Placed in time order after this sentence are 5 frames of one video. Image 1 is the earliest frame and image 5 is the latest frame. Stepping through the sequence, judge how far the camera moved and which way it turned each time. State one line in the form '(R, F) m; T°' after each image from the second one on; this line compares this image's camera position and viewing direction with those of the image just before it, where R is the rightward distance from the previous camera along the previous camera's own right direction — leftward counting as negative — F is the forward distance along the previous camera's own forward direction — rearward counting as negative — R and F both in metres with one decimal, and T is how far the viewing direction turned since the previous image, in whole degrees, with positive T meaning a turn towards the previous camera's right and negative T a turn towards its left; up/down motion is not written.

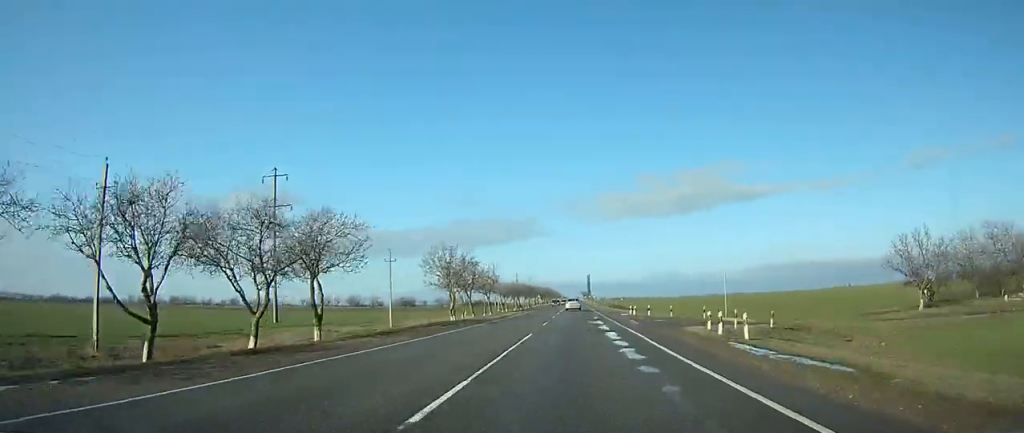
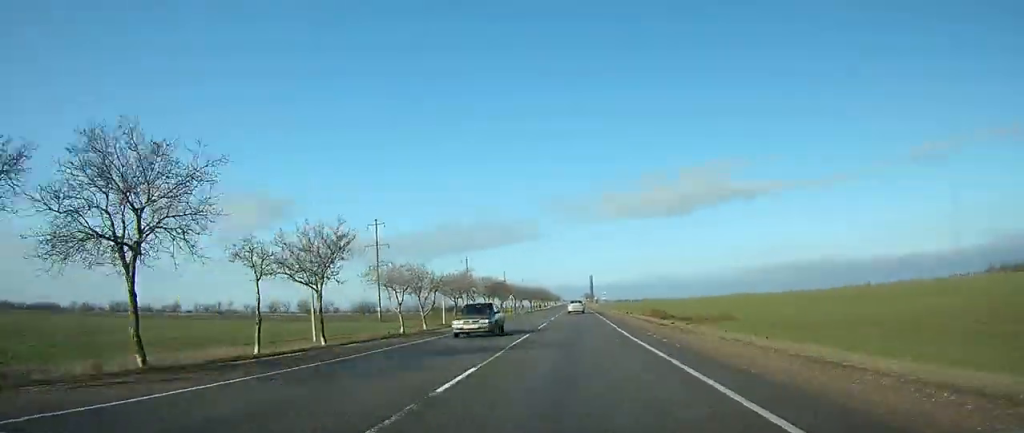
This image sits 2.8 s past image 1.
(+0.4, +69.3) m; 0°
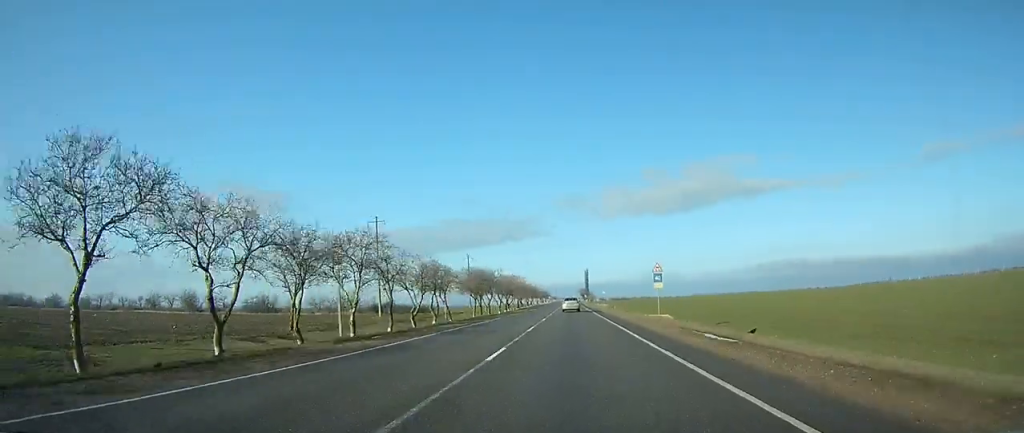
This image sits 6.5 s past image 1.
(-0.1, +91.3) m; 0°
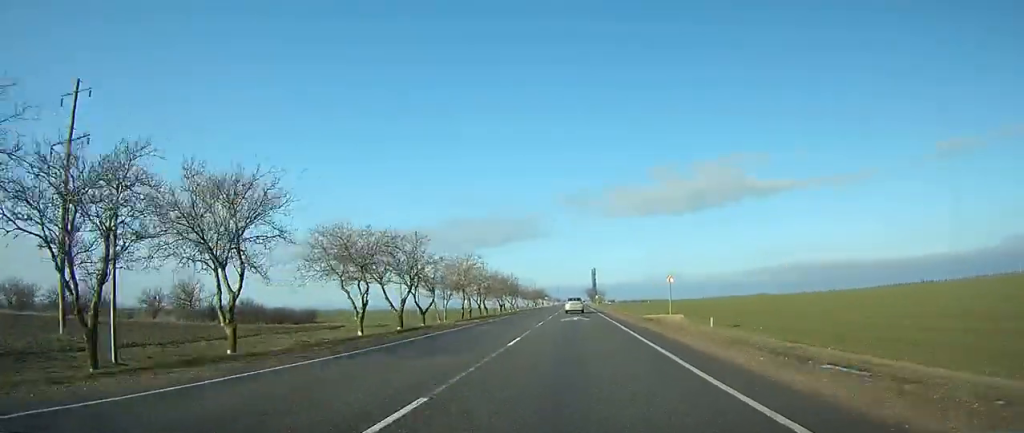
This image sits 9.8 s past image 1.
(+0.1, +79.0) m; 0°
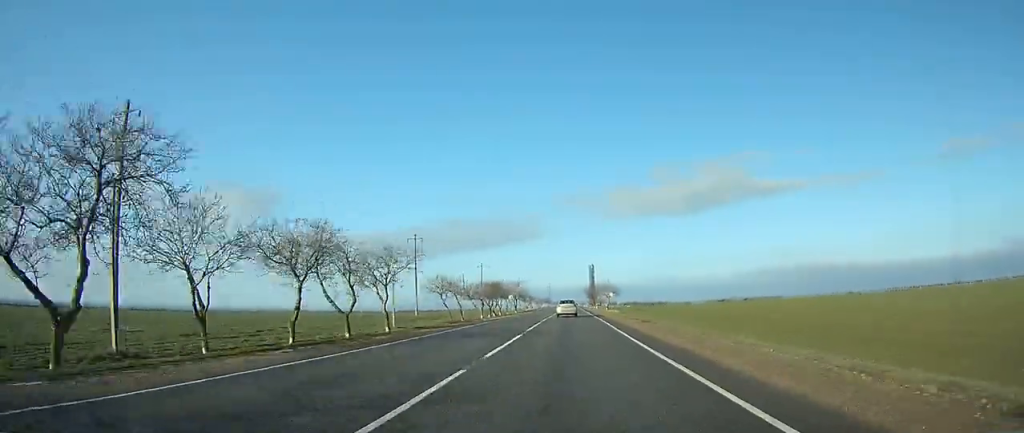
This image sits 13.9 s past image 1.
(+0.2, +97.8) m; 0°
